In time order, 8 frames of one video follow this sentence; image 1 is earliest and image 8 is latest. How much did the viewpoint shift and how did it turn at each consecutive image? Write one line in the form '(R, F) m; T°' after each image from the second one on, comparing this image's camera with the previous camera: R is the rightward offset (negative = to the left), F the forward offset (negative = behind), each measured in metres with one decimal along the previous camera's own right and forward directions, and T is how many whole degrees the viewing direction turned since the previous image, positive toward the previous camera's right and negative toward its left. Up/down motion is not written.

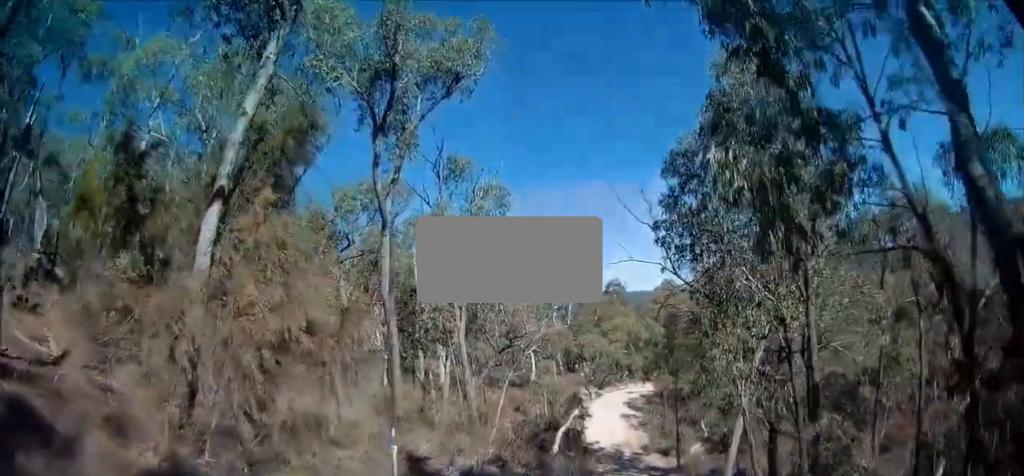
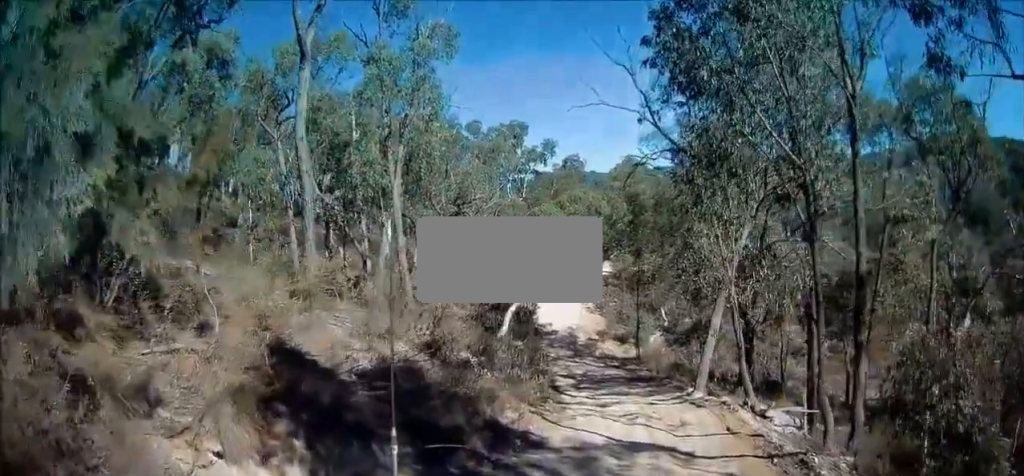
(-0.4, +2.9) m; 0°
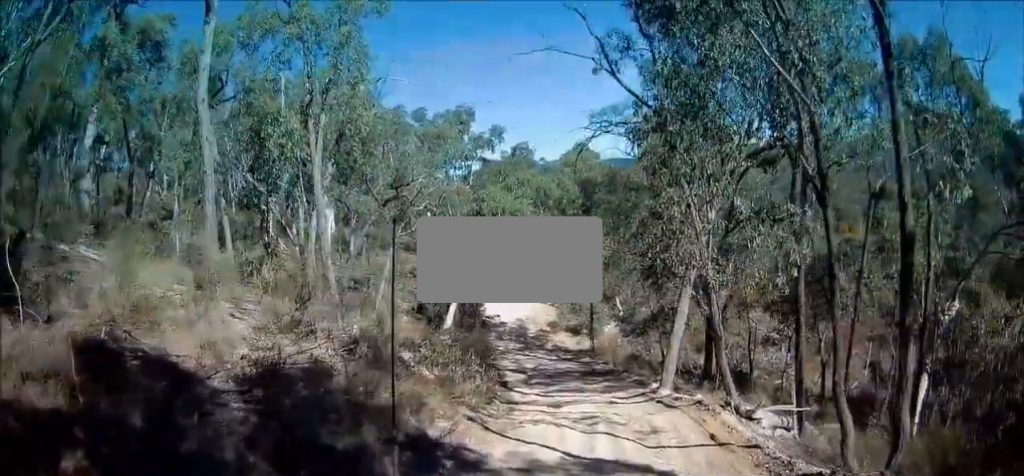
(+0.4, +2.4) m; +12°
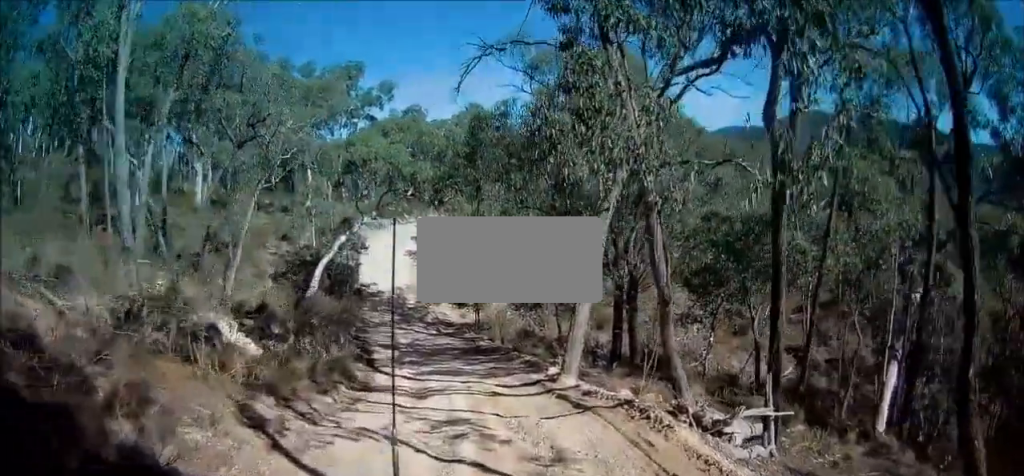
(+0.4, +4.4) m; +4°
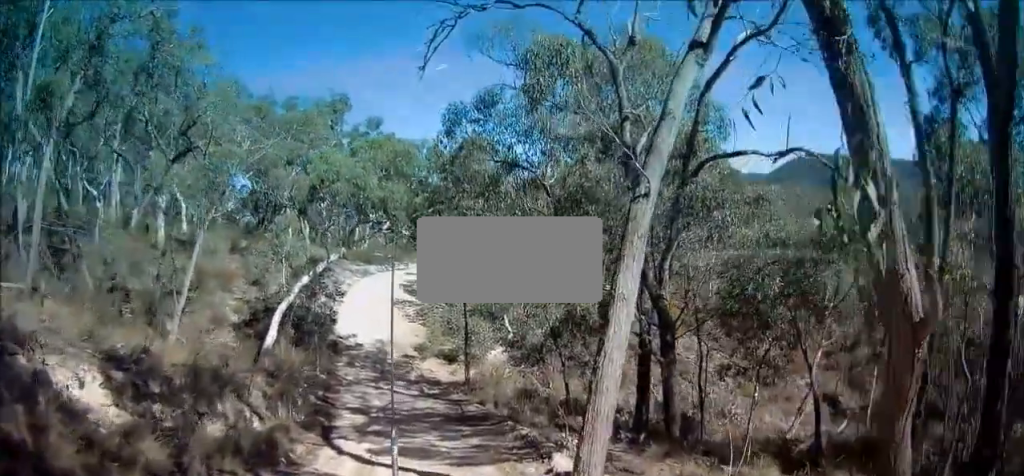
(-0.2, +5.0) m; -4°
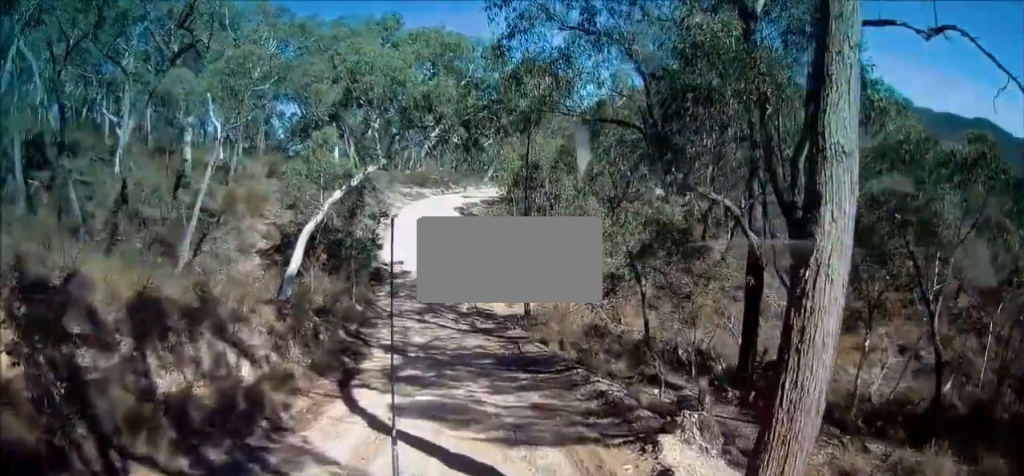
(0.0, +3.6) m; -2°
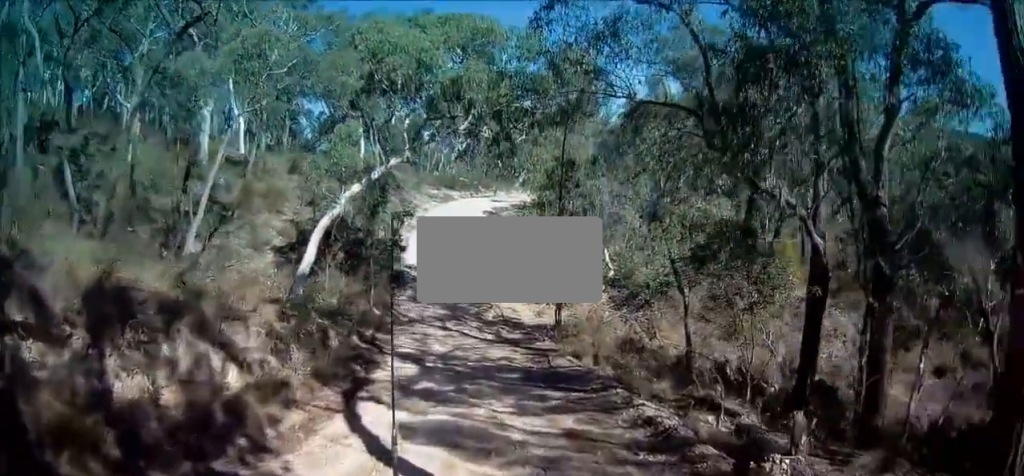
(-0.1, +1.5) m; -1°
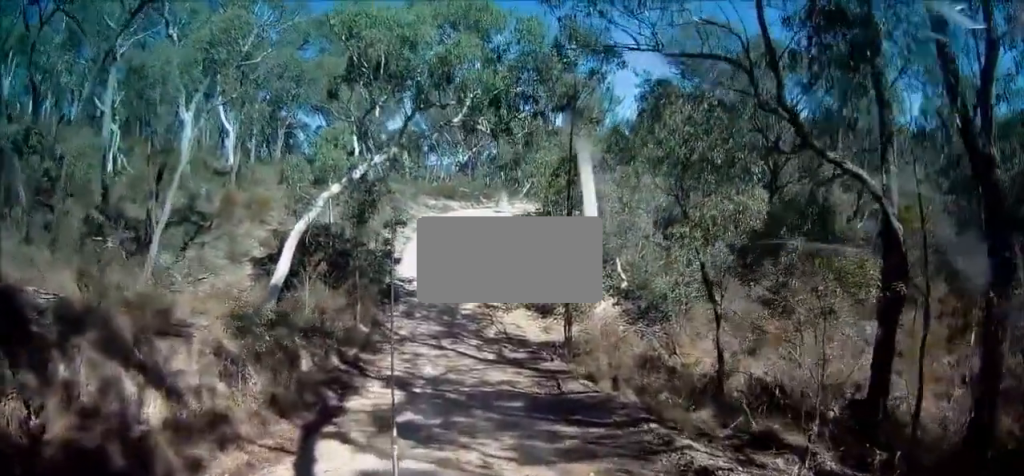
(-0.1, +2.3) m; -2°
